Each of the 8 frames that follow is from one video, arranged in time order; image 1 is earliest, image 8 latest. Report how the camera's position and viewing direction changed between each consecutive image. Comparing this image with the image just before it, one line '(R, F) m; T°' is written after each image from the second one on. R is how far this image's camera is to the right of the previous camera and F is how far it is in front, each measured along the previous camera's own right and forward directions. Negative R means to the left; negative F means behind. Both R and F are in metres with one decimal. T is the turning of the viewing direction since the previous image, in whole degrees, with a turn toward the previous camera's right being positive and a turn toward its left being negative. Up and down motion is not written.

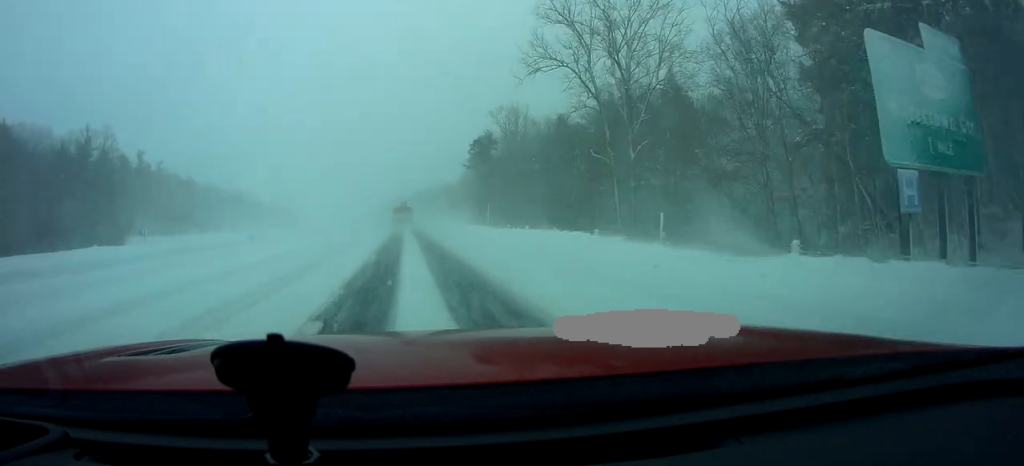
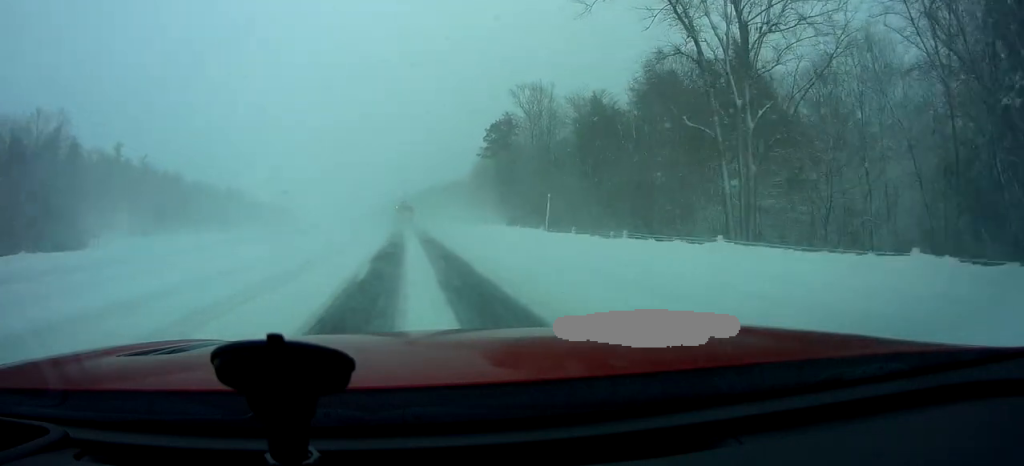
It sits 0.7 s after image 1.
(-0.3, +16.9) m; -1°
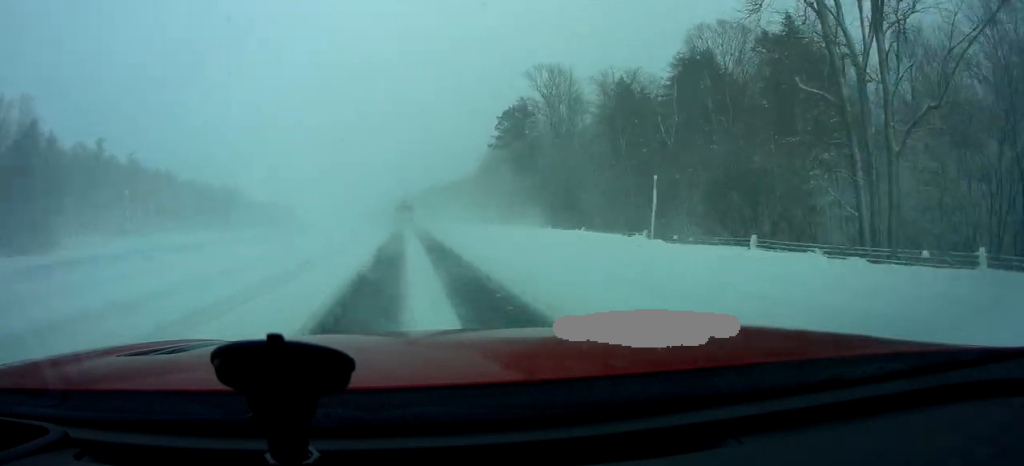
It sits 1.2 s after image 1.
(-0.2, +10.9) m; 0°
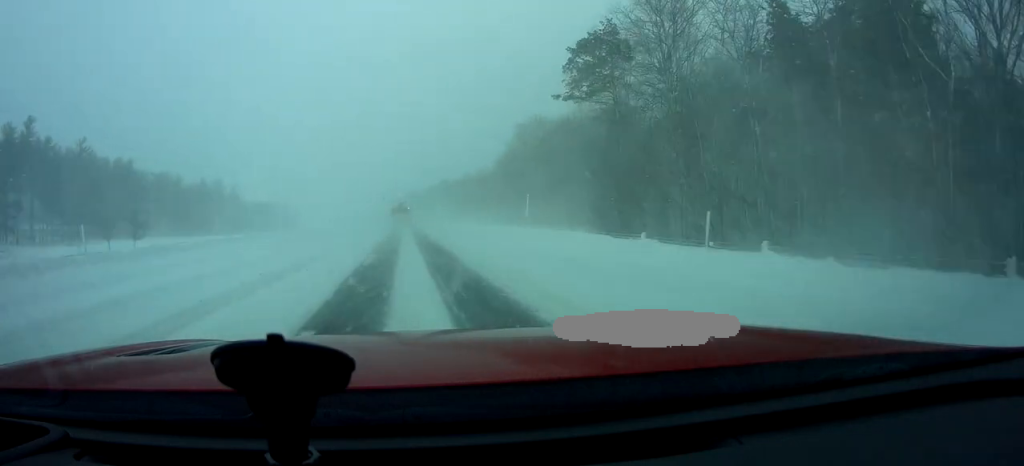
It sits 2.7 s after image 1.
(0.0, +34.2) m; -1°
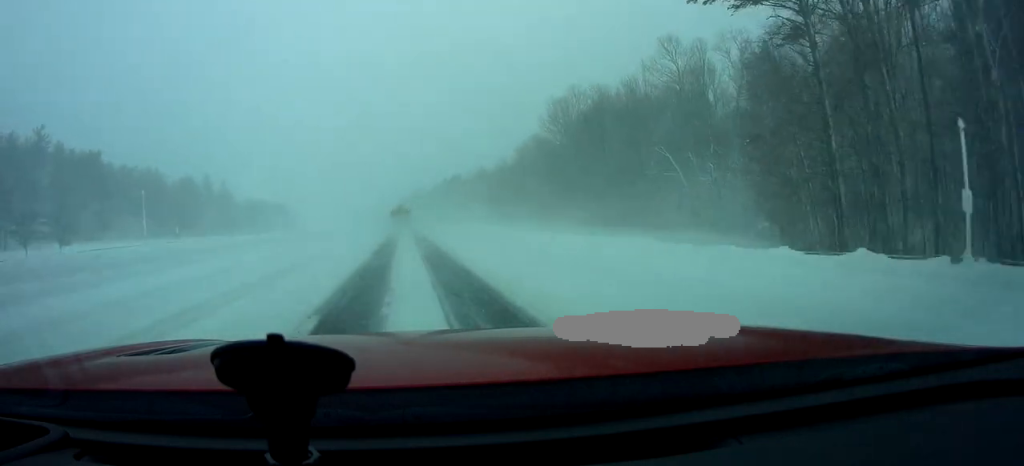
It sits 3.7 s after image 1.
(-0.6, +23.5) m; 0°
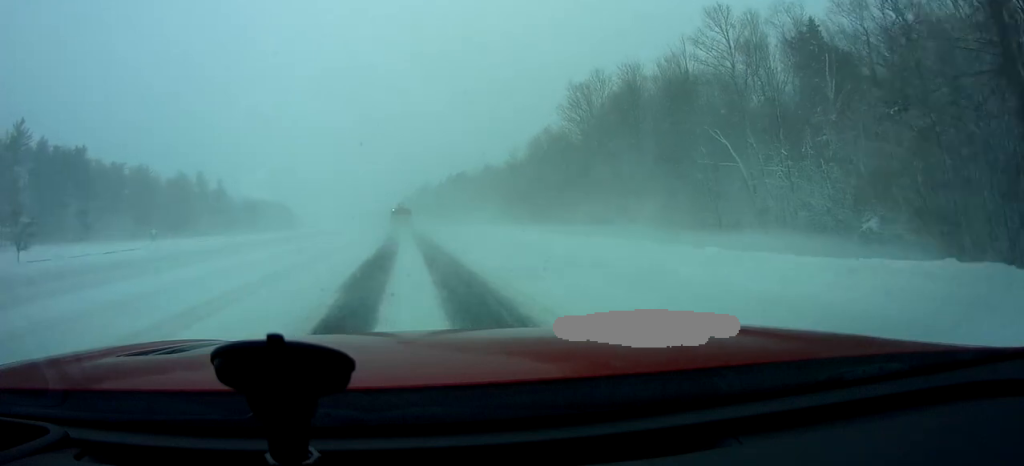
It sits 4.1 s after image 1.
(+0.4, +10.2) m; +1°
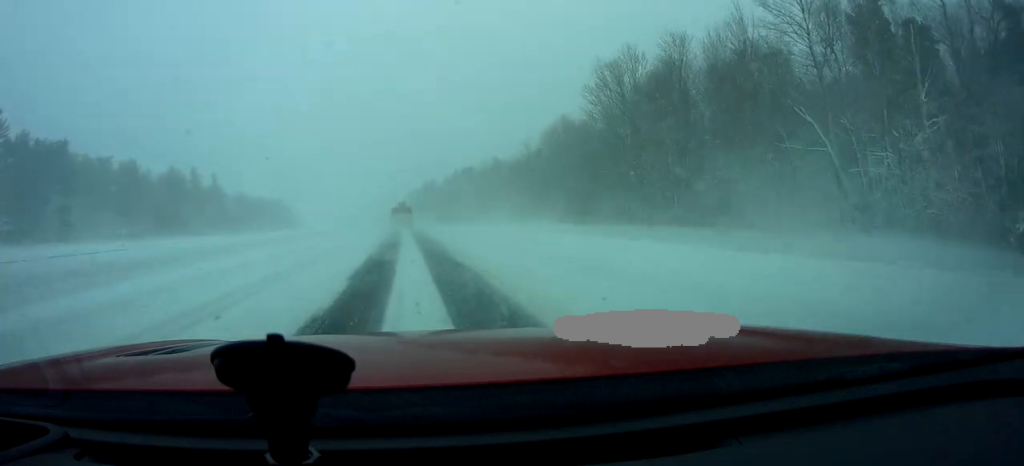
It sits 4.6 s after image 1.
(+0.2, +10.9) m; 0°
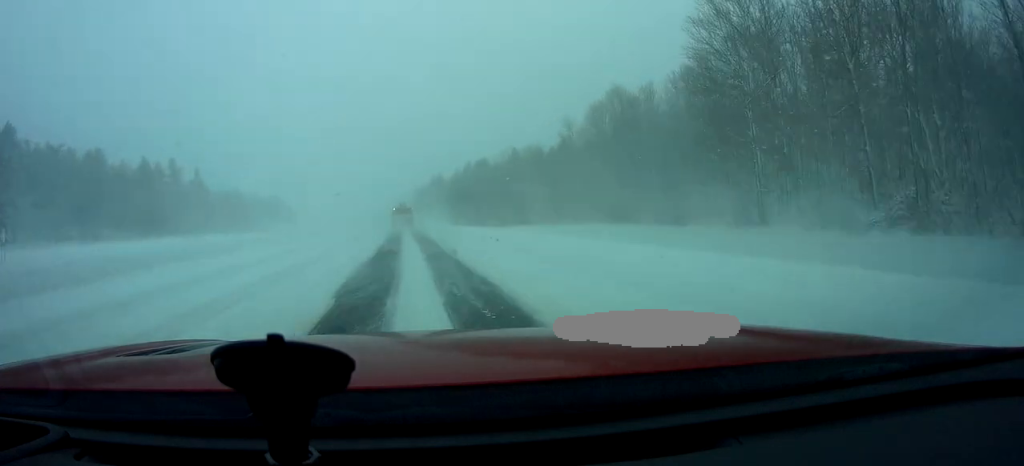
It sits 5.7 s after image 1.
(-0.5, +27.2) m; -1°
